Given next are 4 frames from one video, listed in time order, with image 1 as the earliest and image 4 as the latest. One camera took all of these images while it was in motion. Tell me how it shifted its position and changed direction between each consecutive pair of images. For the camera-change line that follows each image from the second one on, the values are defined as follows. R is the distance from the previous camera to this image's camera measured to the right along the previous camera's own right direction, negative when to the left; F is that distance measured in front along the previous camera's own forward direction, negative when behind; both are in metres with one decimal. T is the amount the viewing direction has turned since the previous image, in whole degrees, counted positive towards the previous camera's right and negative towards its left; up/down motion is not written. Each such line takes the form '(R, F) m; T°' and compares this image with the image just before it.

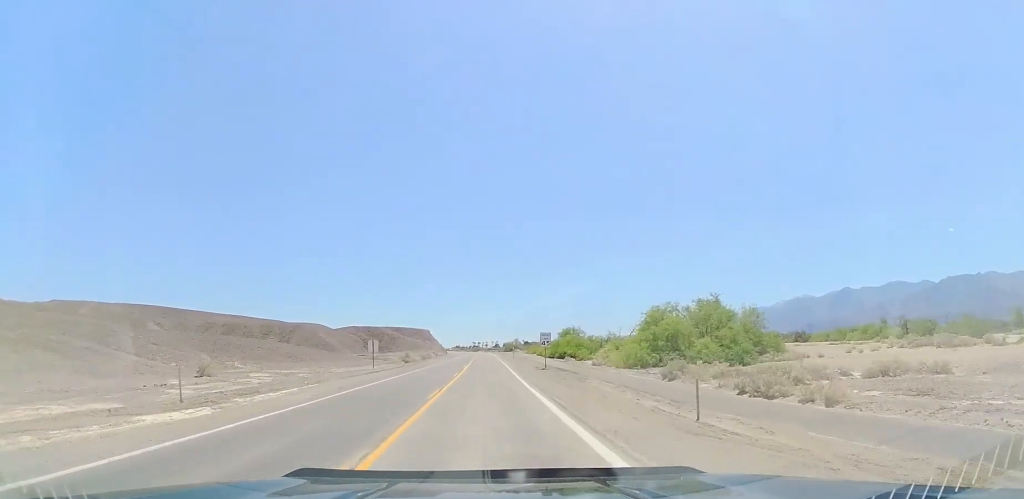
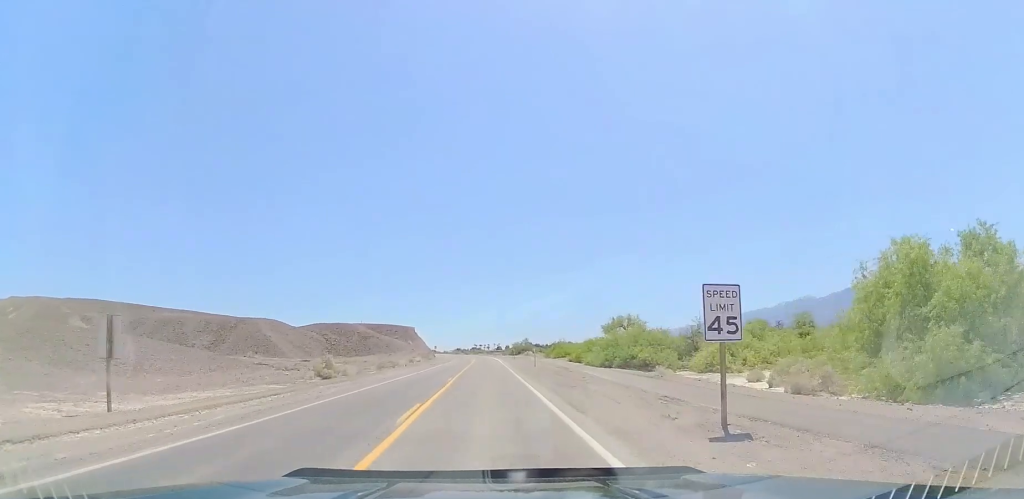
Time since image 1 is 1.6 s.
(+0.3, +35.6) m; +1°
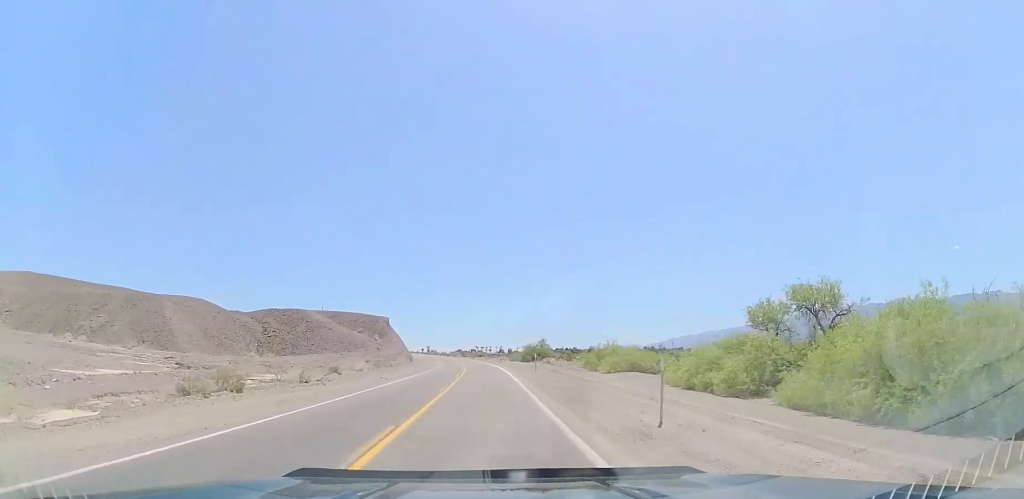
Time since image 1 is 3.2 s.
(+0.1, +34.4) m; +1°
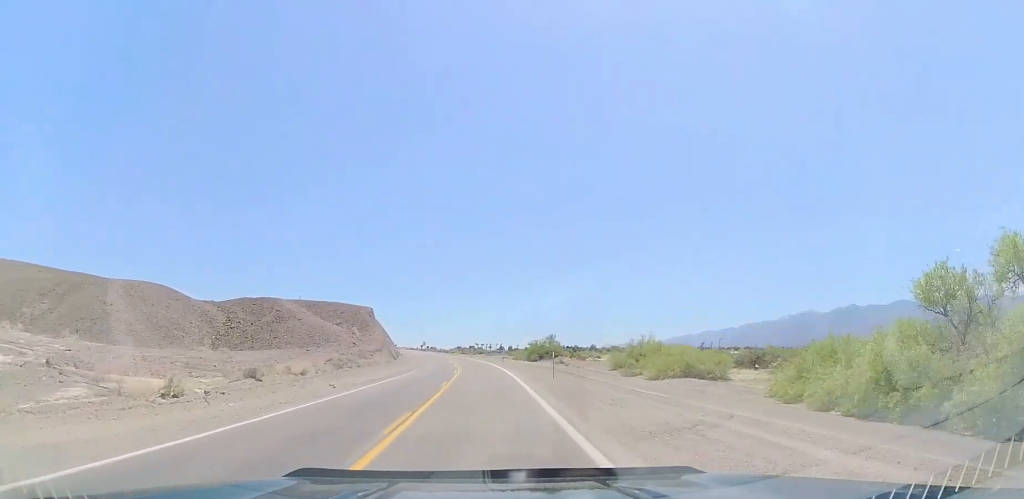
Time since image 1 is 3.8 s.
(+0.3, +12.5) m; 0°
